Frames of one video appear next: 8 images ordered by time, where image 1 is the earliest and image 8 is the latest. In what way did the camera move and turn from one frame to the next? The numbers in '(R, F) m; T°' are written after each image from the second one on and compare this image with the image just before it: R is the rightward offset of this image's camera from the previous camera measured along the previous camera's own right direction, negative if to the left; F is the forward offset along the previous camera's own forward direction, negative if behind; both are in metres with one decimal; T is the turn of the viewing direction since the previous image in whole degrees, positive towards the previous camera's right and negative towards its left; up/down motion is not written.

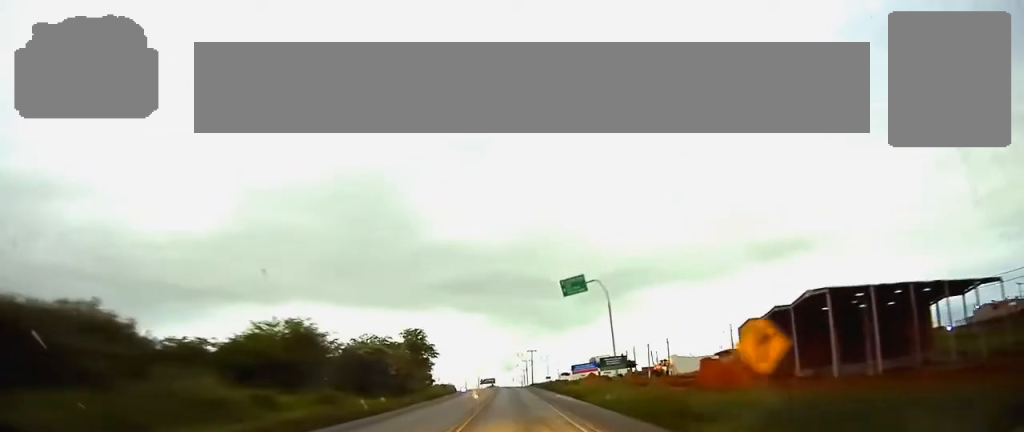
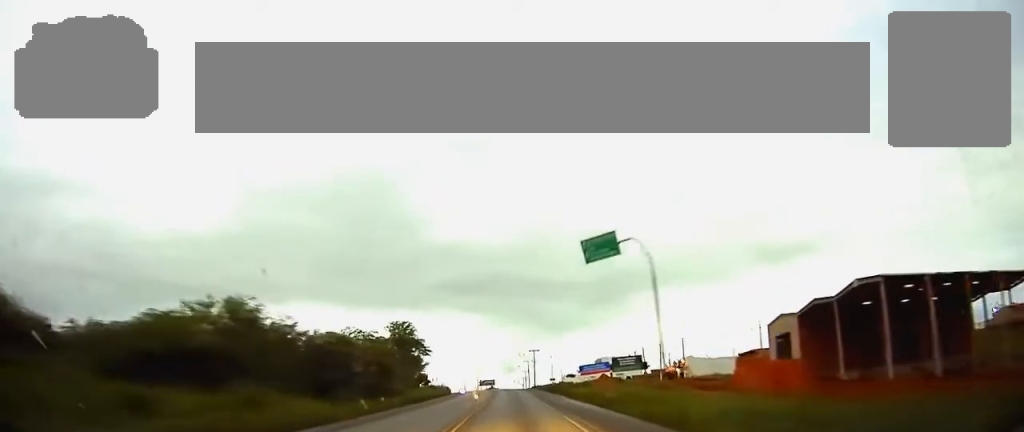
(0.0, +11.5) m; 0°
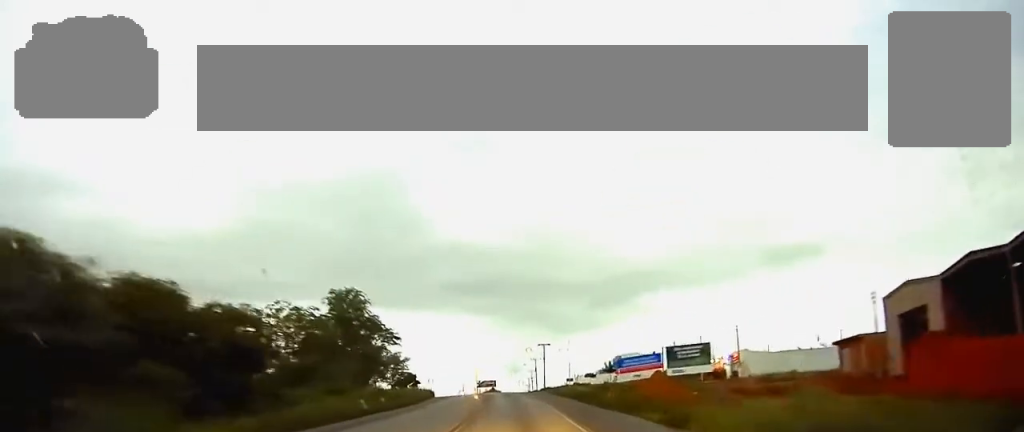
(-0.1, +29.1) m; 0°
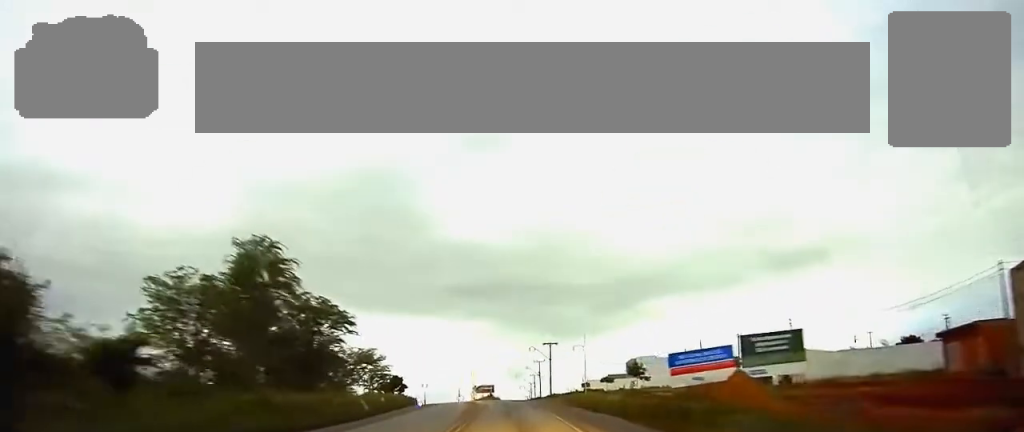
(0.0, +19.7) m; 0°
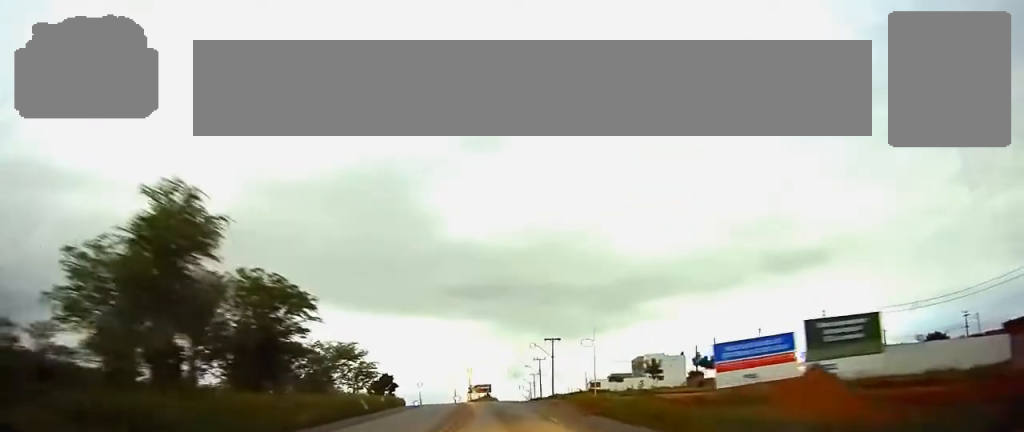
(0.0, +9.4) m; -1°
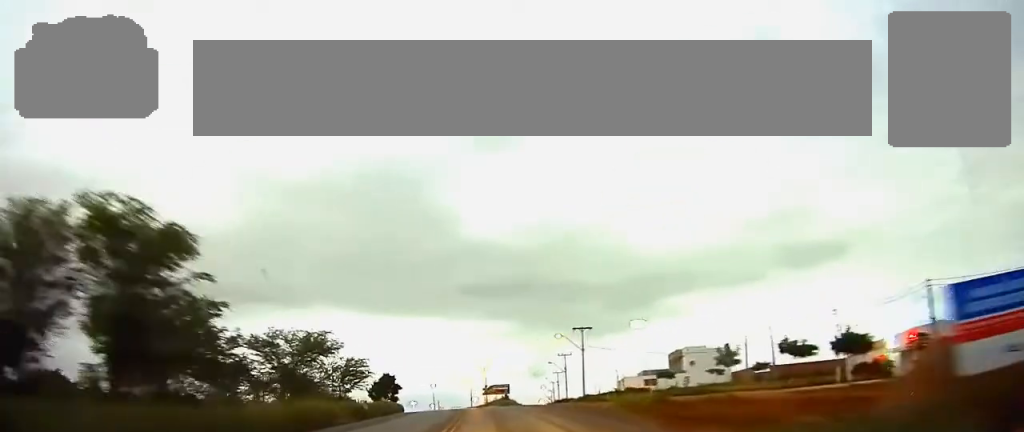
(-0.1, +17.8) m; -1°
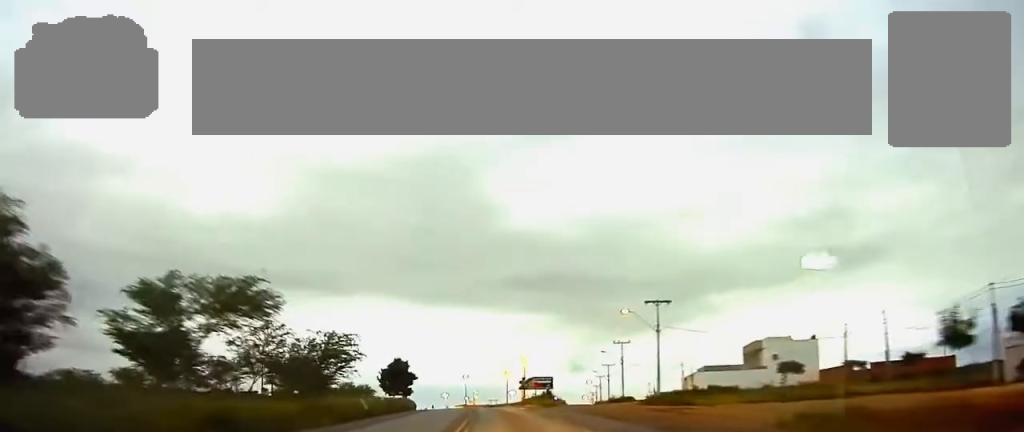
(-0.6, +23.0) m; -3°
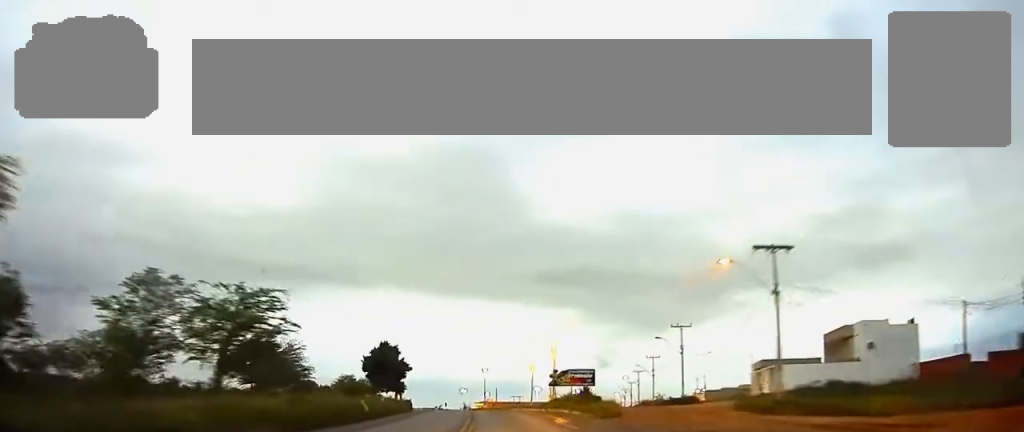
(-0.6, +23.0) m; -2°
